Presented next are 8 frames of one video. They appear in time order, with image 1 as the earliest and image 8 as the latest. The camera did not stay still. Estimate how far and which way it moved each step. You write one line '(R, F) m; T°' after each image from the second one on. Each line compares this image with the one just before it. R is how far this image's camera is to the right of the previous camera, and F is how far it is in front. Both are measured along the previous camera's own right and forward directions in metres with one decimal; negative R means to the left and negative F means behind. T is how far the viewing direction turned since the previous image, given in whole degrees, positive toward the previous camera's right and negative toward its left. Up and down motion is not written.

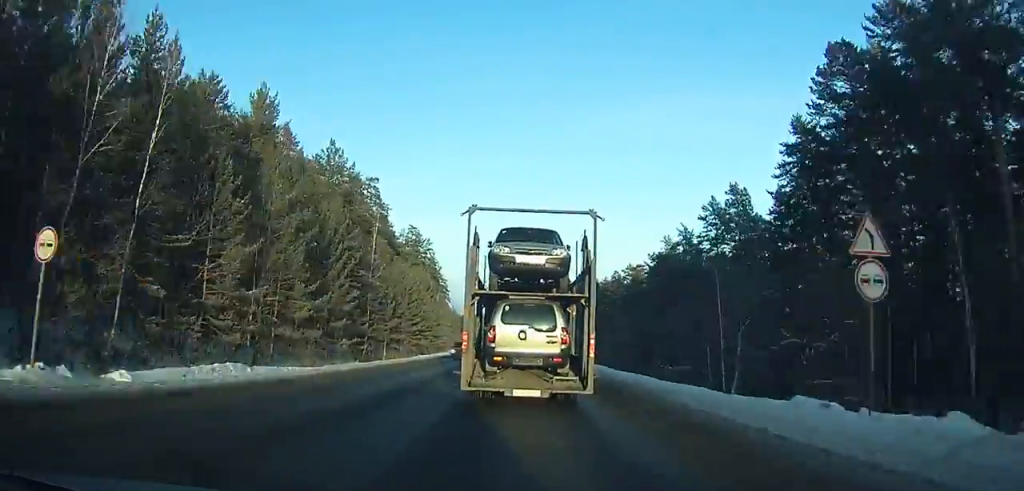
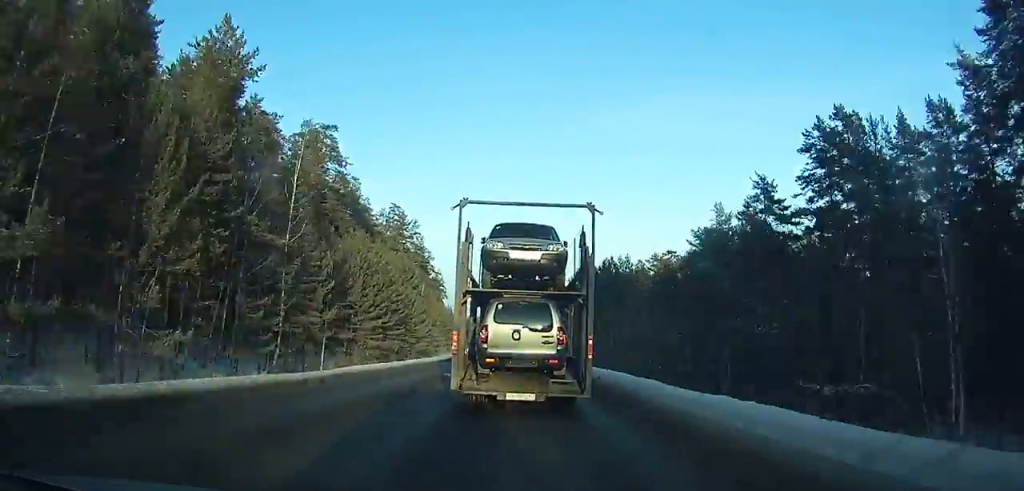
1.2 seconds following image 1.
(0.0, +24.7) m; 0°
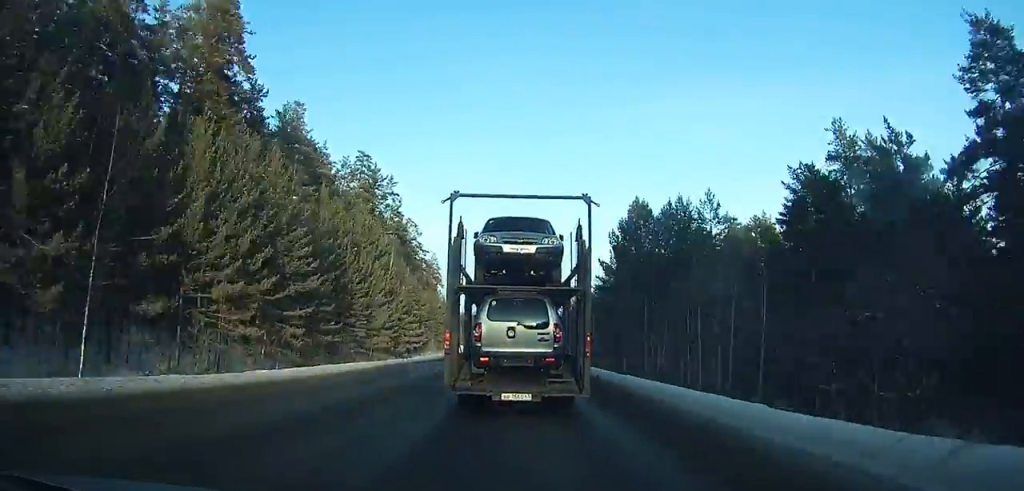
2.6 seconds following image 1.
(+0.2, +28.9) m; -1°
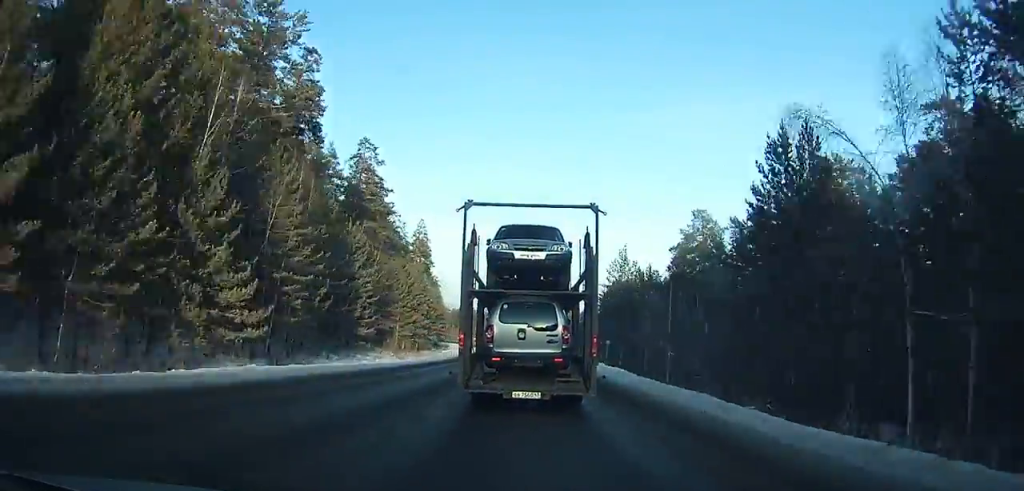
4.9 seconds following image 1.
(-0.6, +47.1) m; -1°
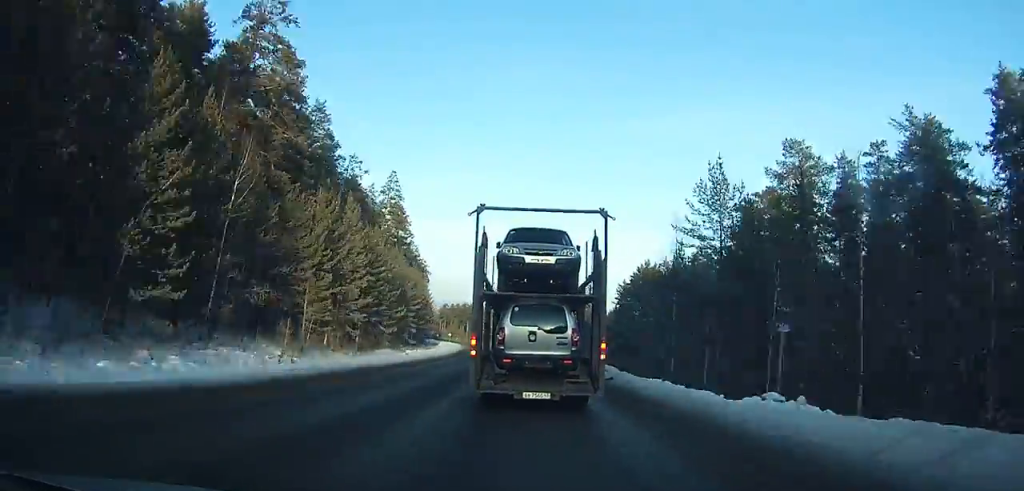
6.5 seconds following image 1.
(-0.2, +32.5) m; -1°
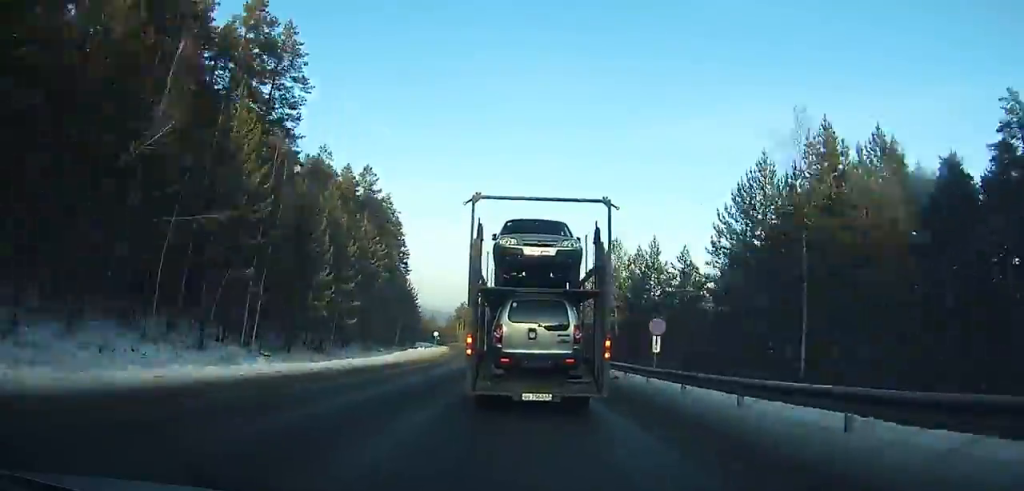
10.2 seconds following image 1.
(-2.7, +73.5) m; -4°
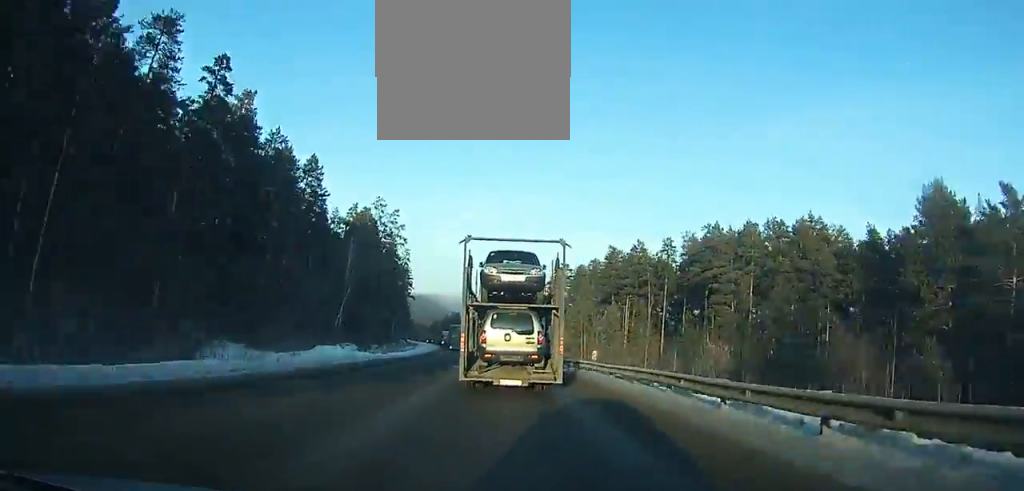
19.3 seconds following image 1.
(-15.7, +175.1) m; -10°
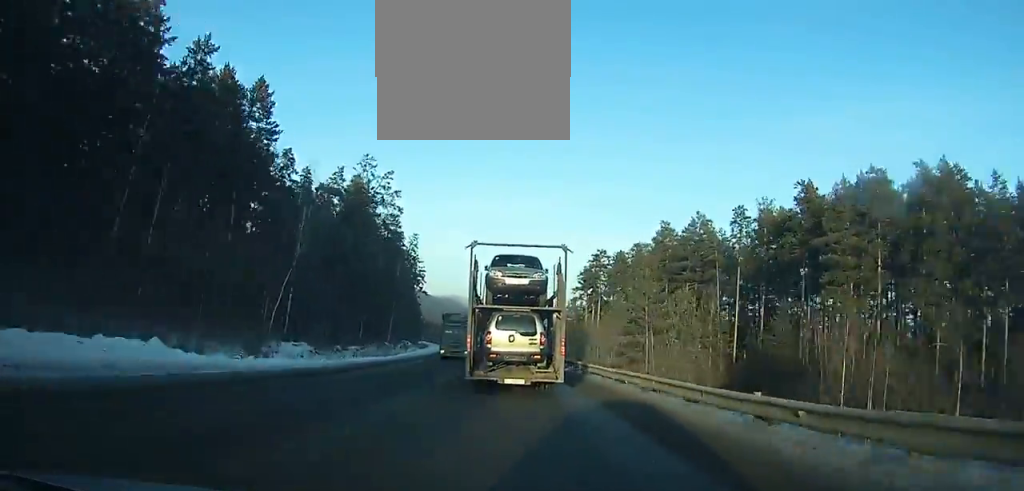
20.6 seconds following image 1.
(-0.2, +25.2) m; -2°
